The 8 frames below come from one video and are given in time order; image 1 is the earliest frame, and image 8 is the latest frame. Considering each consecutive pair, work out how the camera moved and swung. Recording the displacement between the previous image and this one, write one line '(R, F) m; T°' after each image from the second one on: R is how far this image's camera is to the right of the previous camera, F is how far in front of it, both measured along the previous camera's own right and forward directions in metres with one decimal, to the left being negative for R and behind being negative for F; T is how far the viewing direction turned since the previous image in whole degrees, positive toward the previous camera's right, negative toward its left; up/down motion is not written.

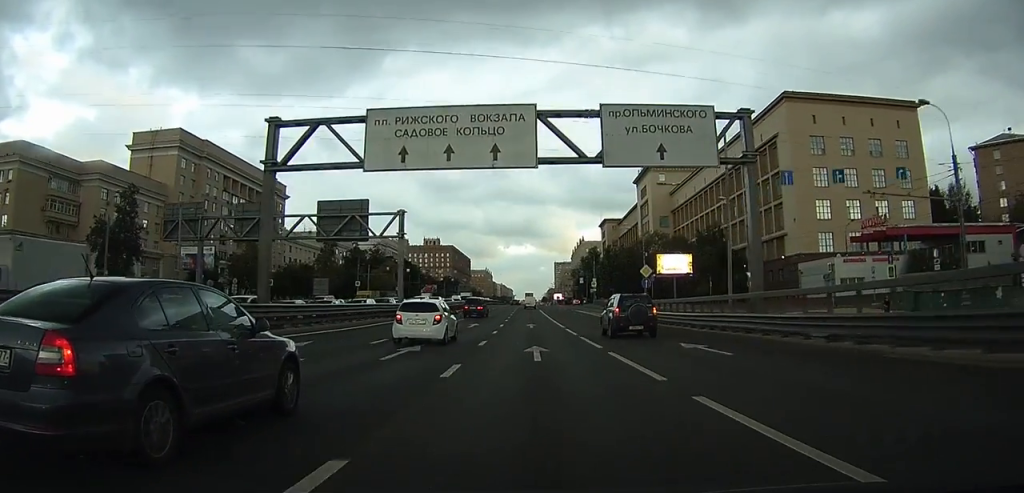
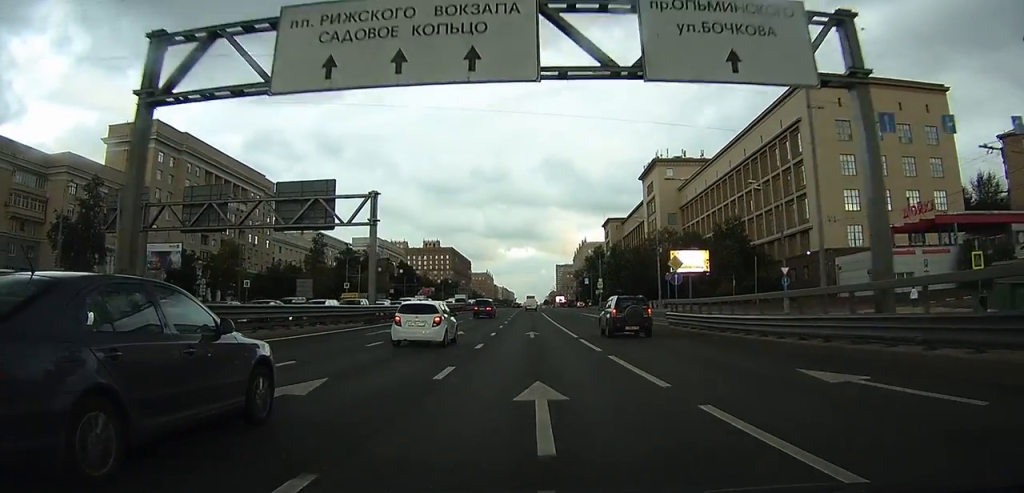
(0.0, +8.6) m; 0°
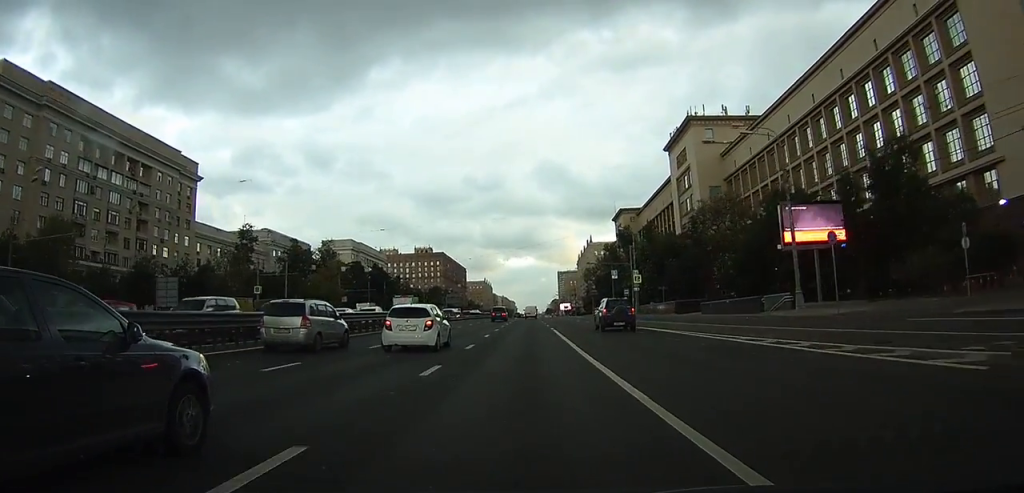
(-0.2, +39.4) m; 0°
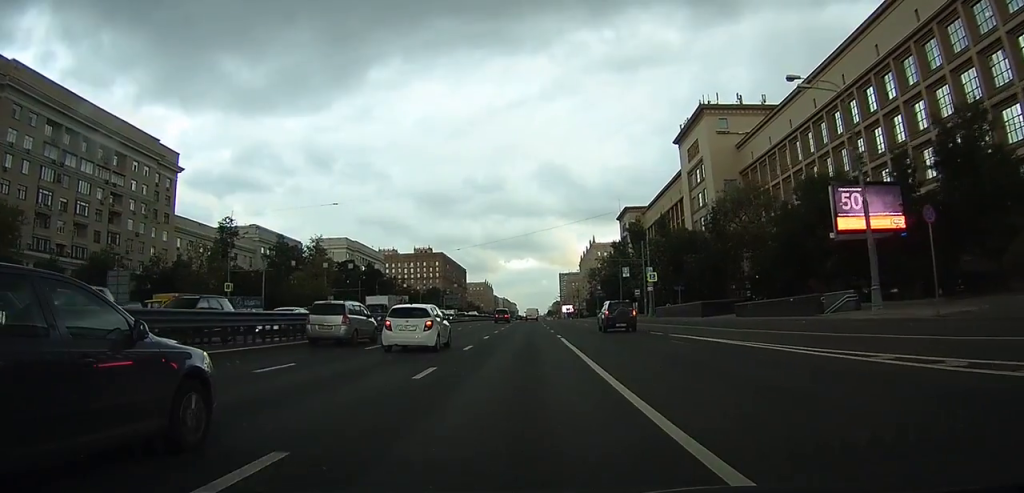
(0.0, +8.4) m; 0°
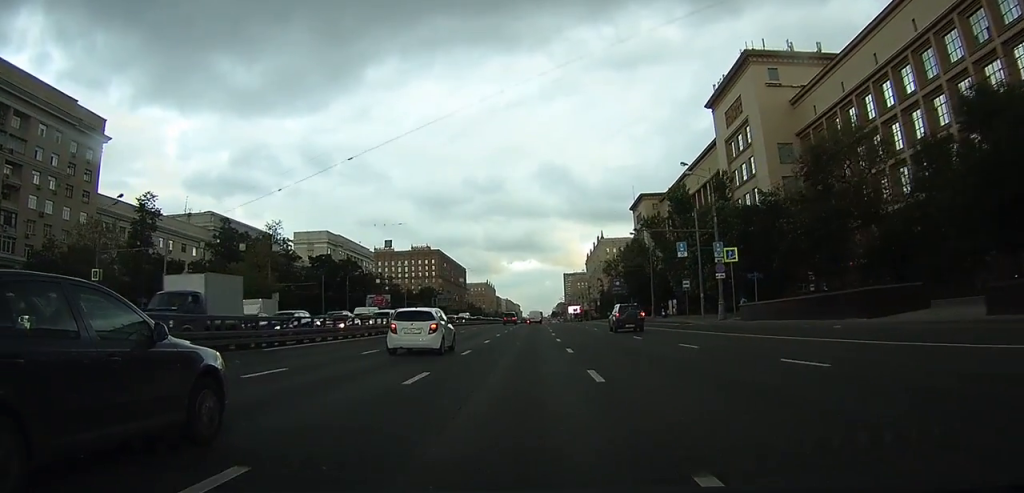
(+0.1, +24.8) m; 0°
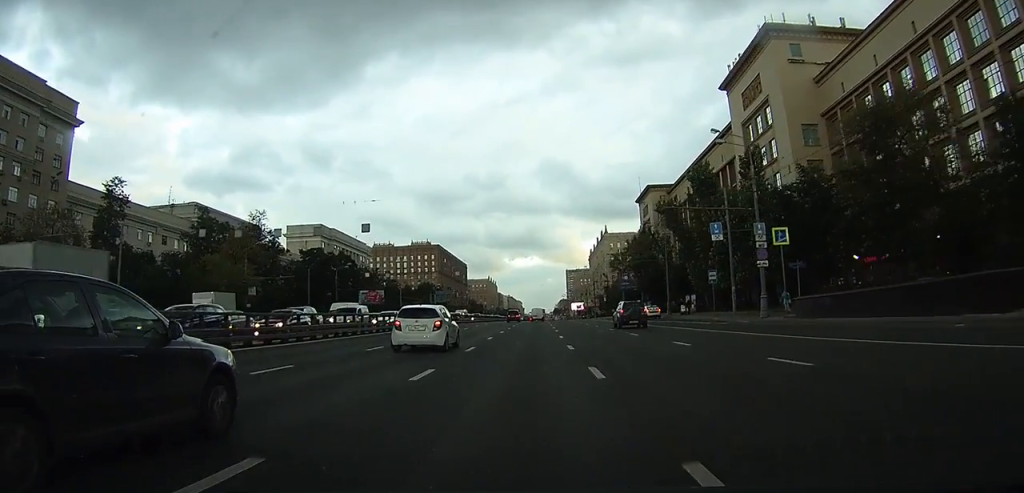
(0.0, +7.9) m; 0°
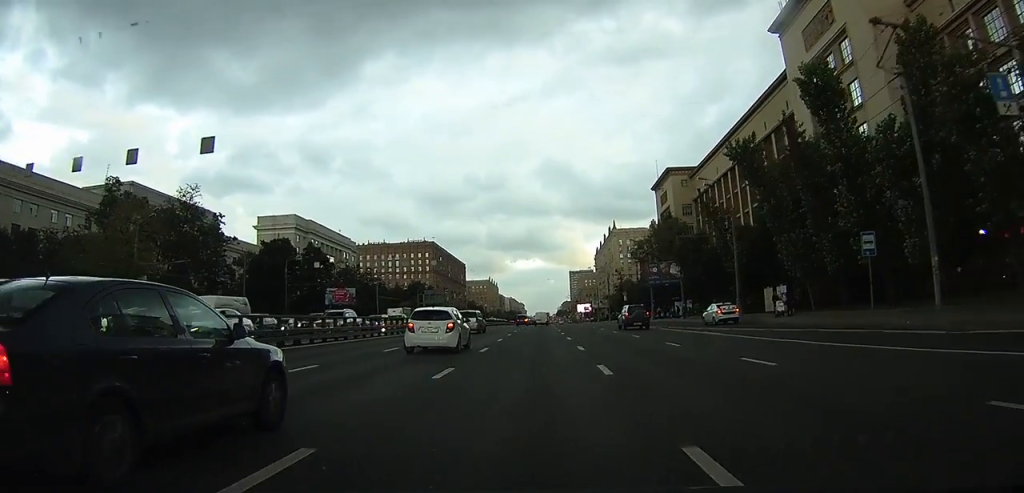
(-0.1, +23.6) m; 0°
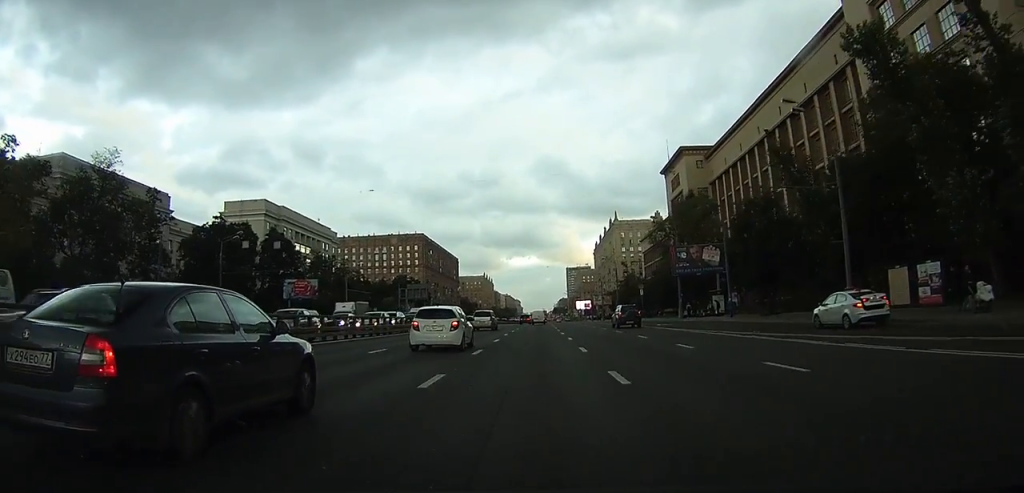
(0.0, +17.9) m; +1°
